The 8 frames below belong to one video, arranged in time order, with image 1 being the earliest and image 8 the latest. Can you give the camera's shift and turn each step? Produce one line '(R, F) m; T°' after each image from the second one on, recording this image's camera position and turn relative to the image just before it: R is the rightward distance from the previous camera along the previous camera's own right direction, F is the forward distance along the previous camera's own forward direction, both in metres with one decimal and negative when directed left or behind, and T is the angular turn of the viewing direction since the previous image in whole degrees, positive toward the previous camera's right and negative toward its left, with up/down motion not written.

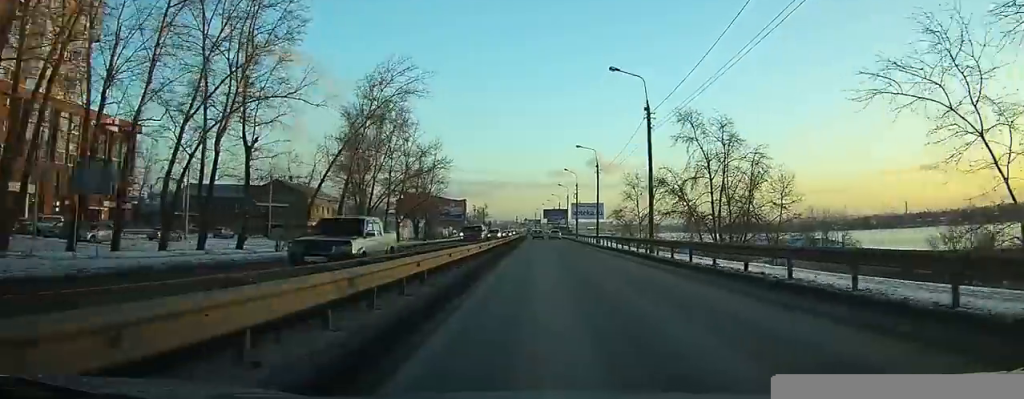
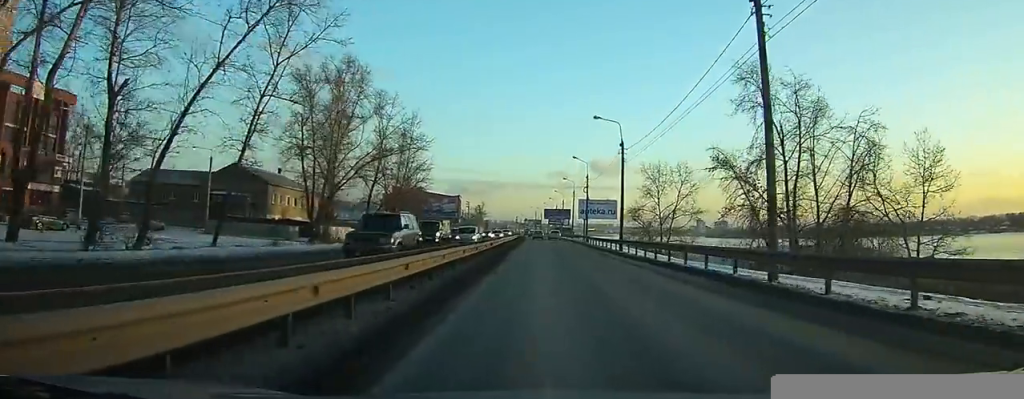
(0.0, +17.0) m; 0°
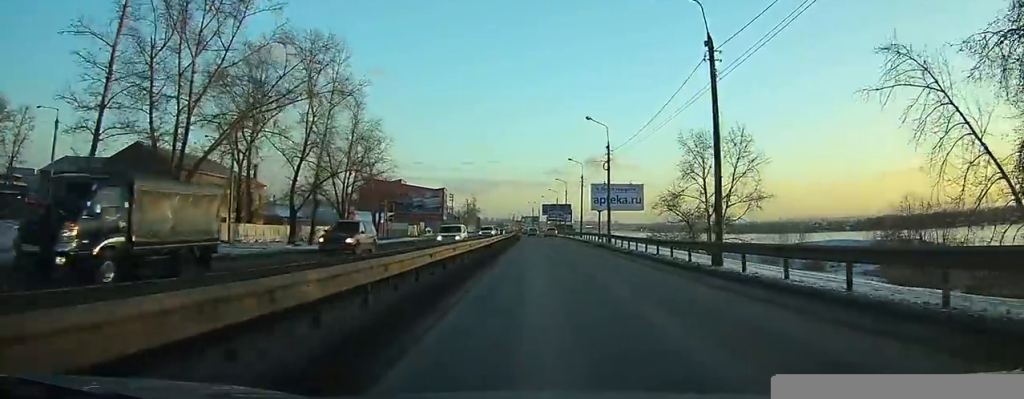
(-0.1, +24.8) m; 0°
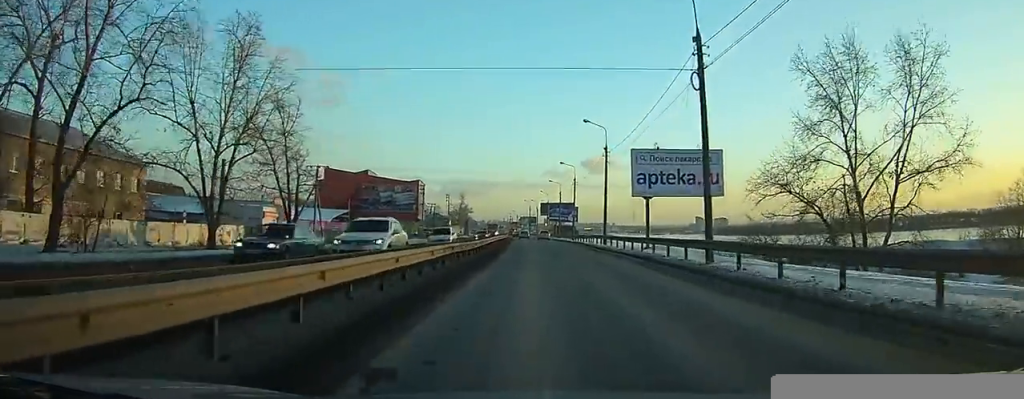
(0.0, +30.5) m; 0°
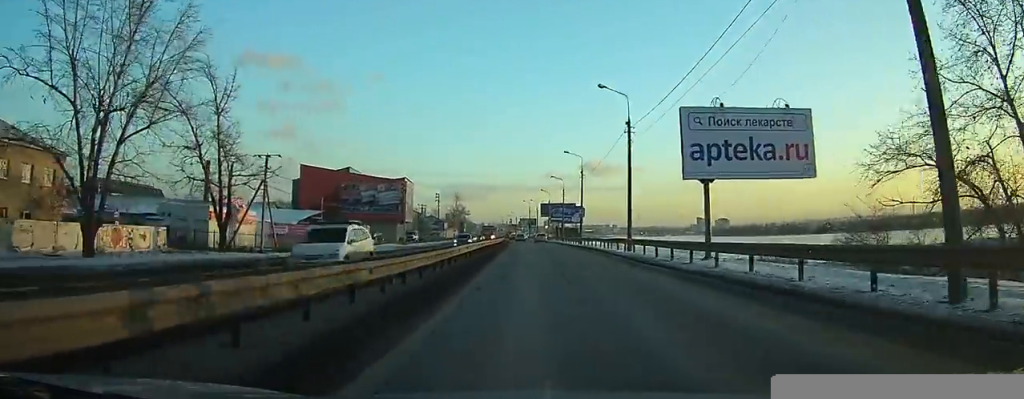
(+0.1, +13.4) m; 0°
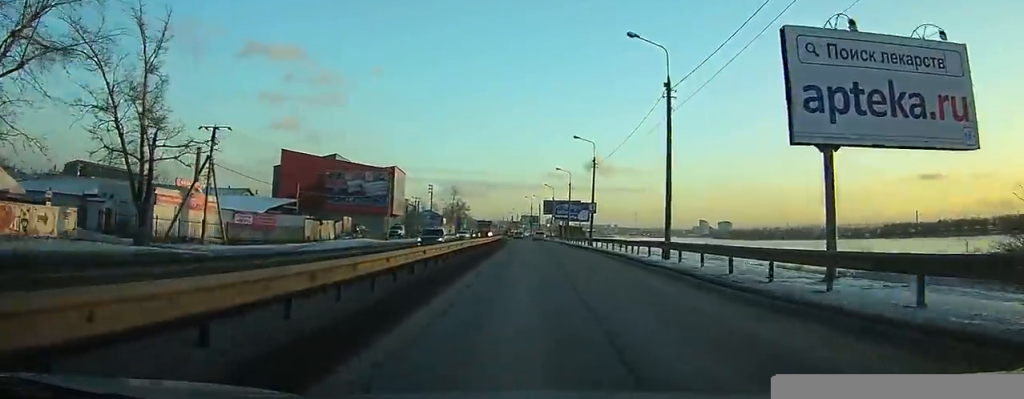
(+0.1, +10.6) m; 0°
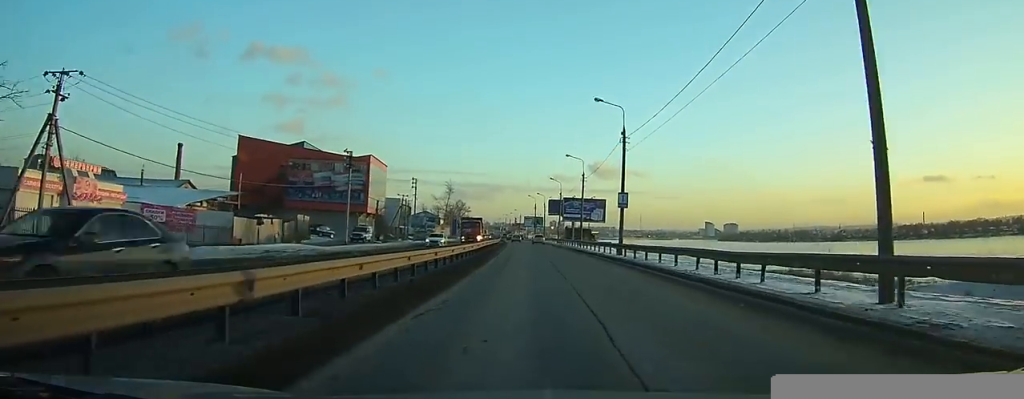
(-0.2, +17.6) m; 0°
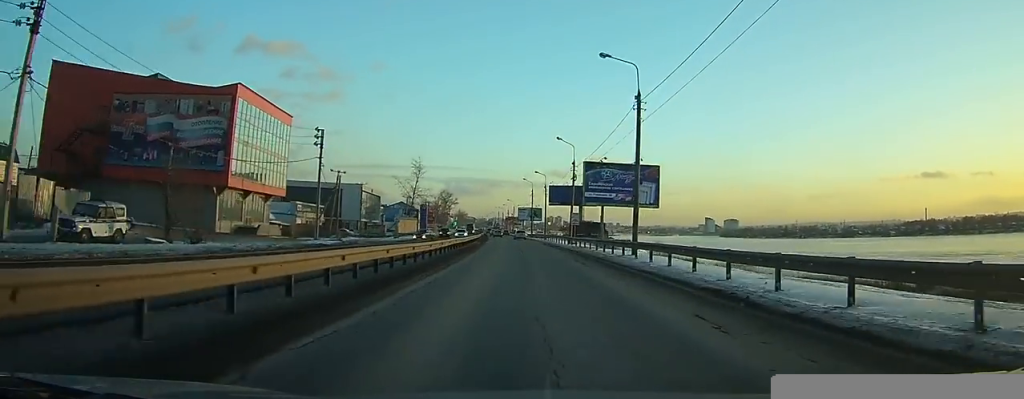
(+0.2, +38.8) m; 0°
